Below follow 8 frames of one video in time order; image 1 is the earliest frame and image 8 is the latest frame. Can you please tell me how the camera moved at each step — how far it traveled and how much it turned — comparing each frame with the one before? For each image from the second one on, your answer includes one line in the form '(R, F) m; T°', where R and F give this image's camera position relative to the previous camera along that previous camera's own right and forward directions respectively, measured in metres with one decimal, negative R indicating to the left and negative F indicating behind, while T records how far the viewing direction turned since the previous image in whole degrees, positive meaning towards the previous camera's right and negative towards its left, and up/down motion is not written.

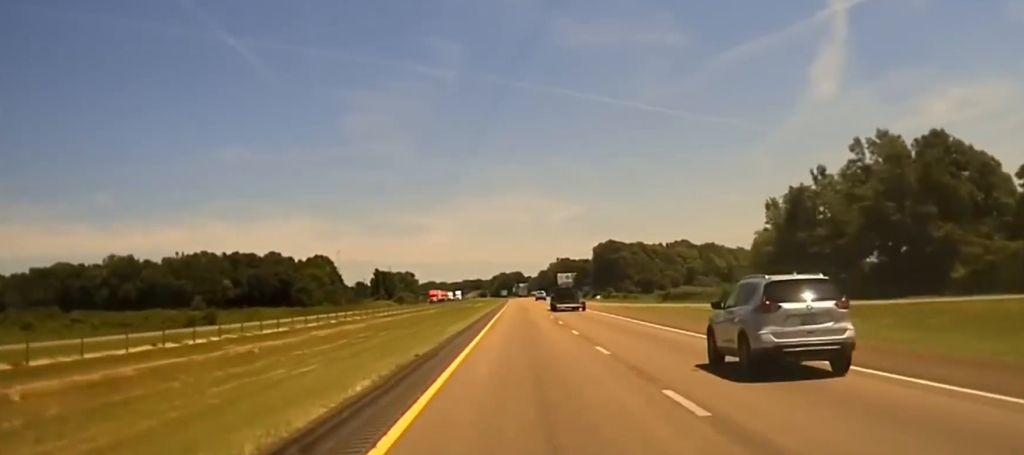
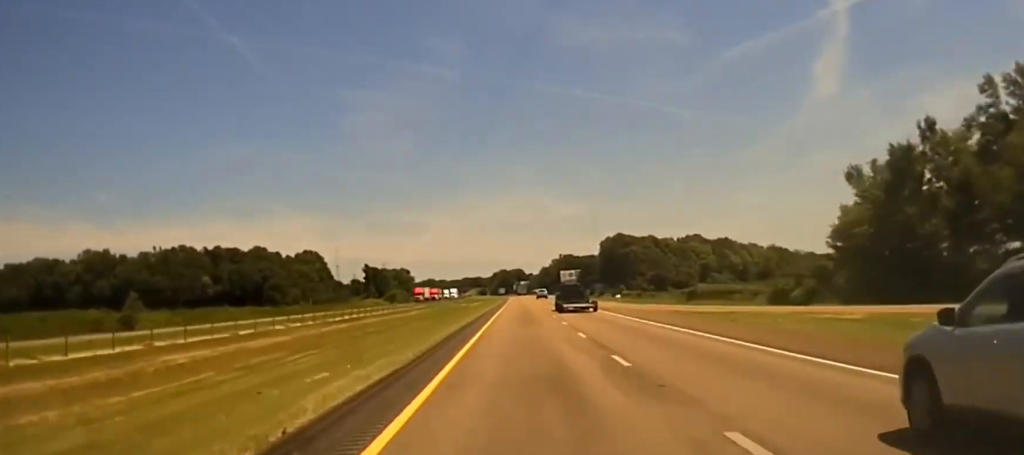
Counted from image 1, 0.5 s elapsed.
(0.0, +29.7) m; 0°
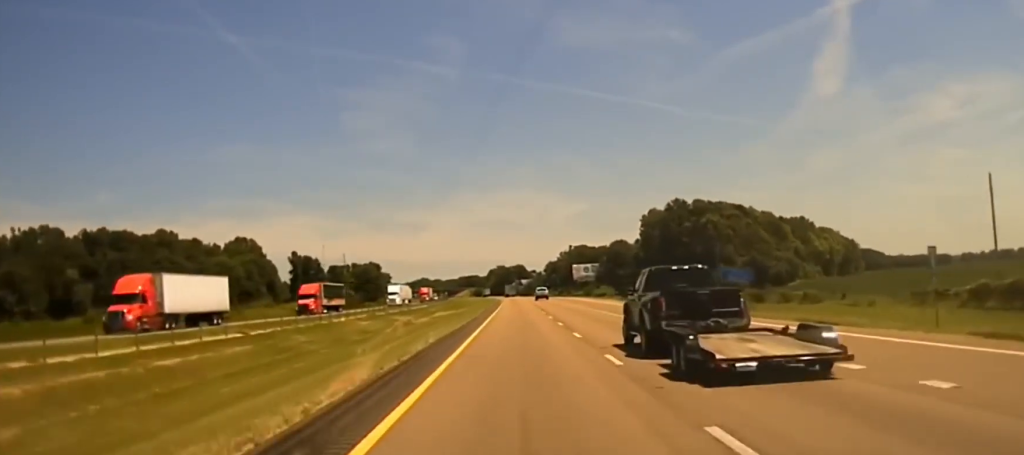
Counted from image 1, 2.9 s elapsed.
(0.0, +127.6) m; 0°
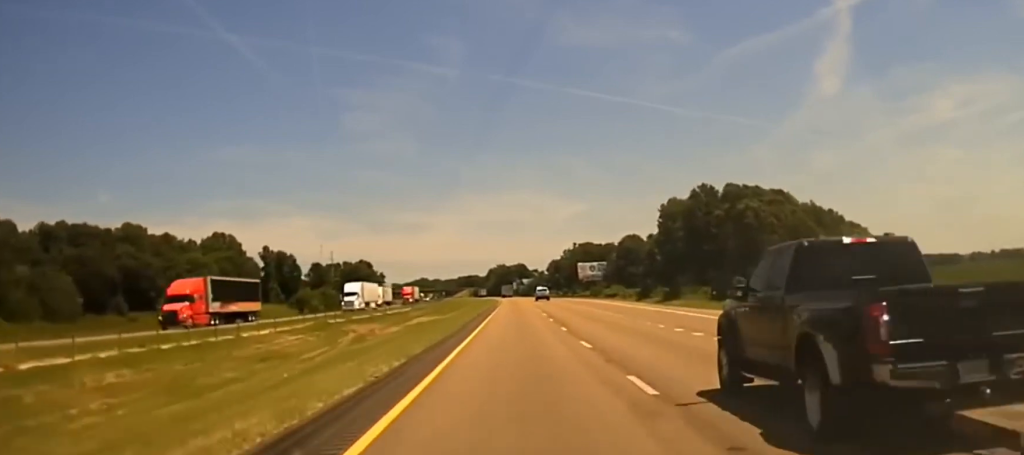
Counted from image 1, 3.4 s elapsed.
(0.0, +28.1) m; 0°
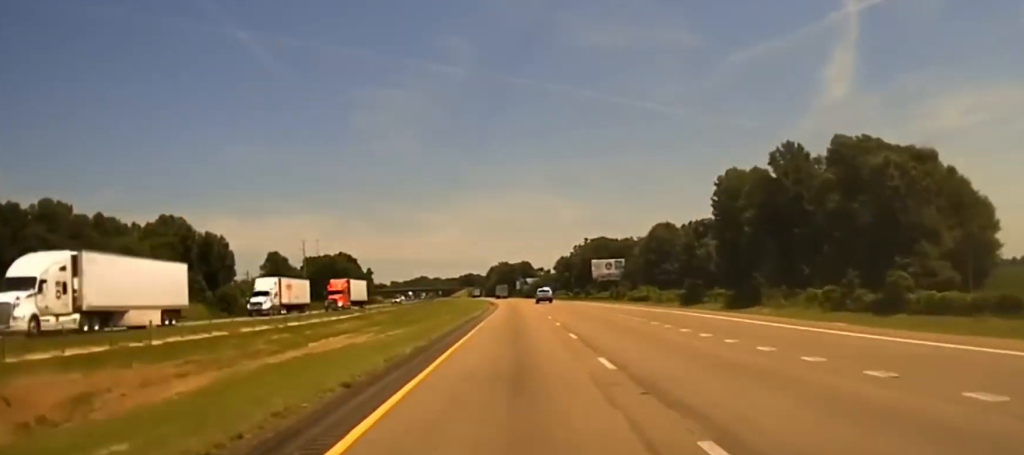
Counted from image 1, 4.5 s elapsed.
(0.0, +57.9) m; 0°
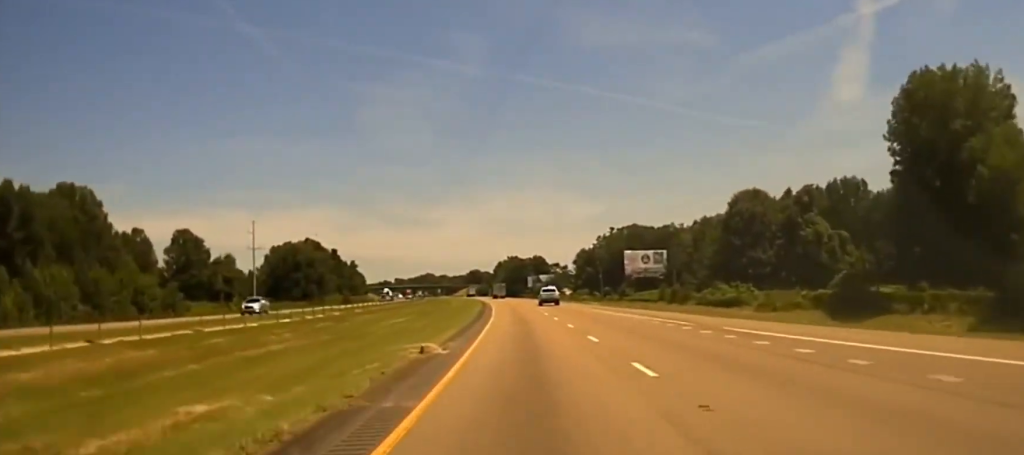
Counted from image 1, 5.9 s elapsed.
(-0.8, +74.1) m; -1°
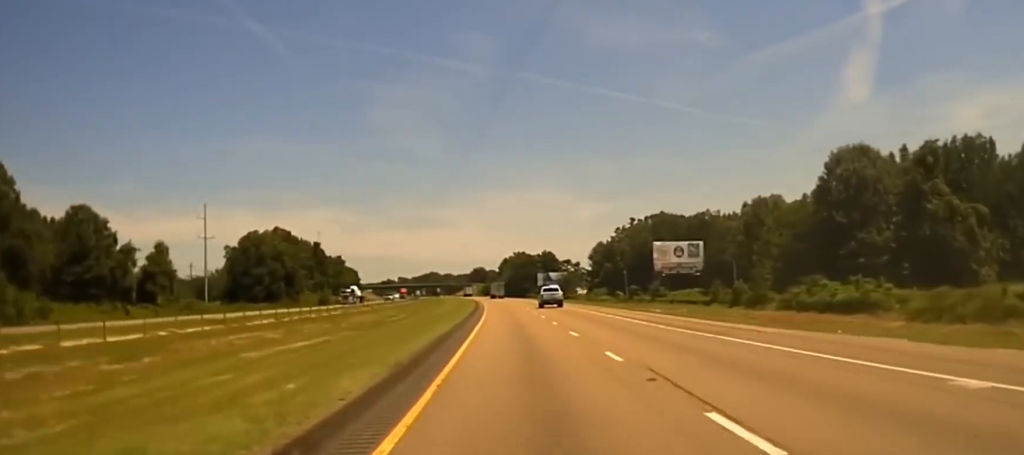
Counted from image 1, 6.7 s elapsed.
(-0.1, +42.7) m; 0°
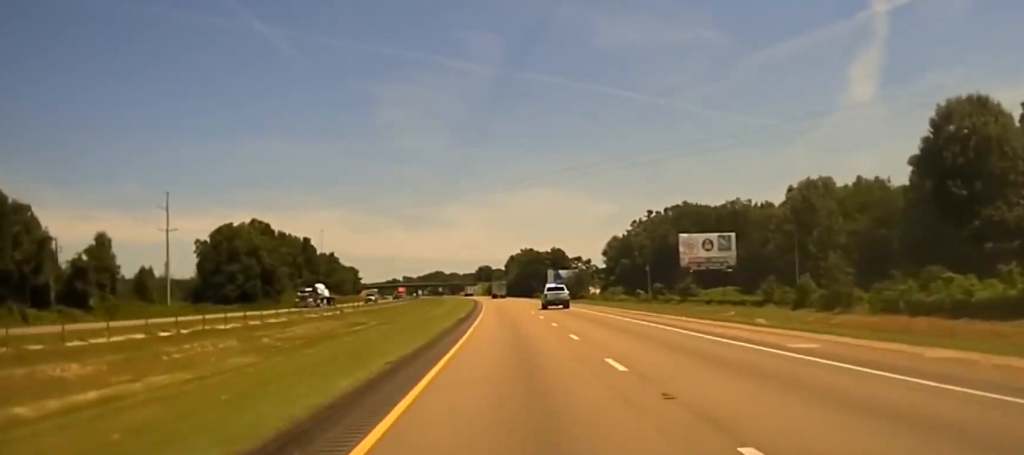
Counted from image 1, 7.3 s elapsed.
(0.0, +28.6) m; -1°
